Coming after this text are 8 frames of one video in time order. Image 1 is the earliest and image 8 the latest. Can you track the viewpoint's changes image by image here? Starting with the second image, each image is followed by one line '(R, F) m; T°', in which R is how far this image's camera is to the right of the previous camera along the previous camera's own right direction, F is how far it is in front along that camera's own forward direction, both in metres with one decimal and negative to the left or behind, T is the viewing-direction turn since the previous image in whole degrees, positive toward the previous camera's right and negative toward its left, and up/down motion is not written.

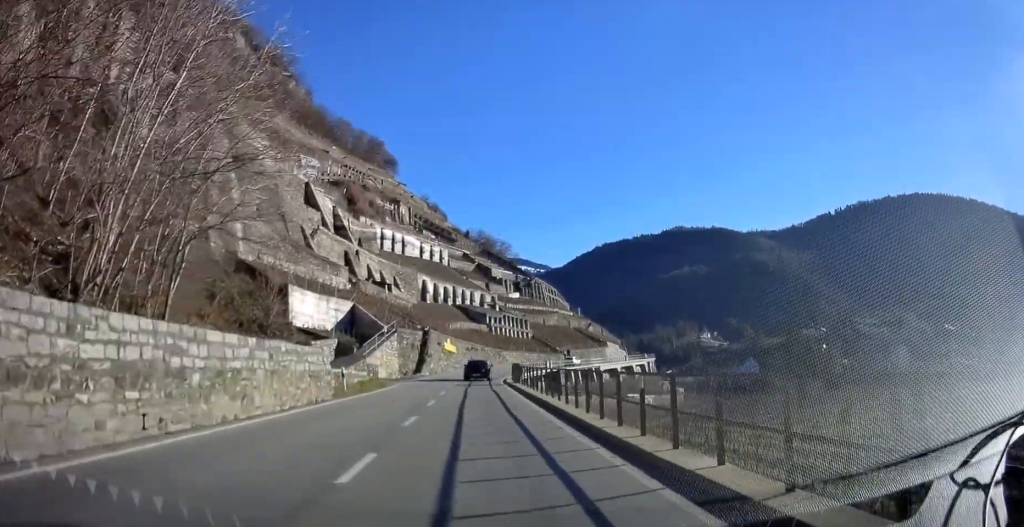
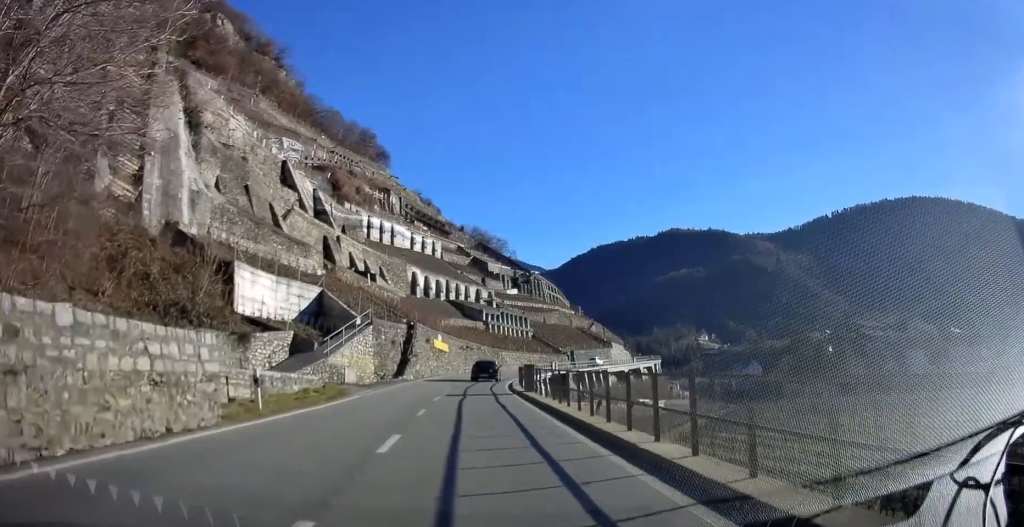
(+0.2, +9.4) m; 0°
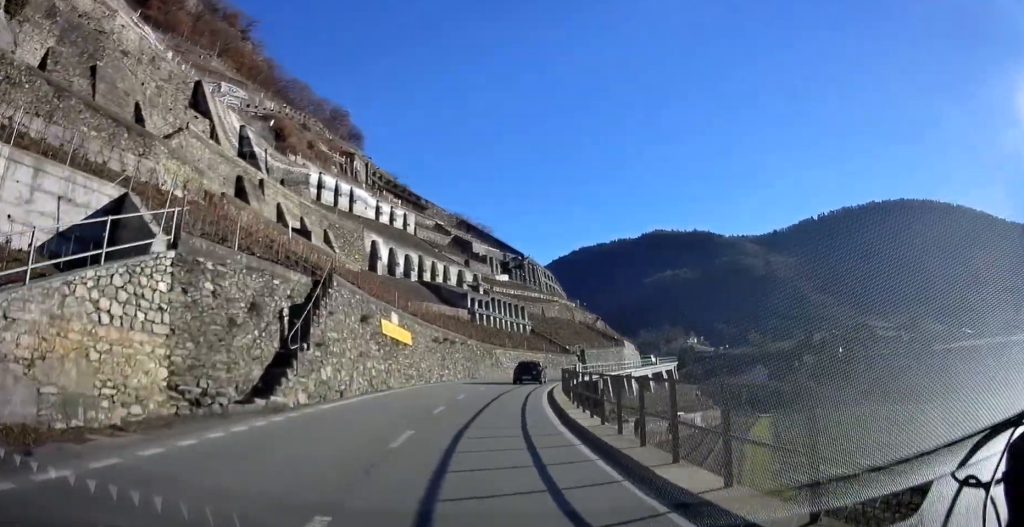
(+0.2, +23.0) m; +3°
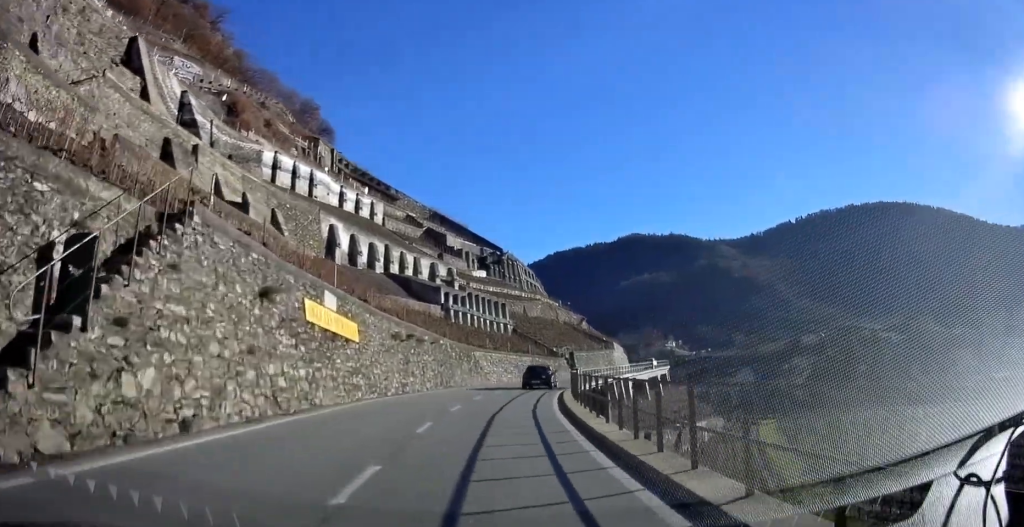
(+0.2, +9.7) m; +2°
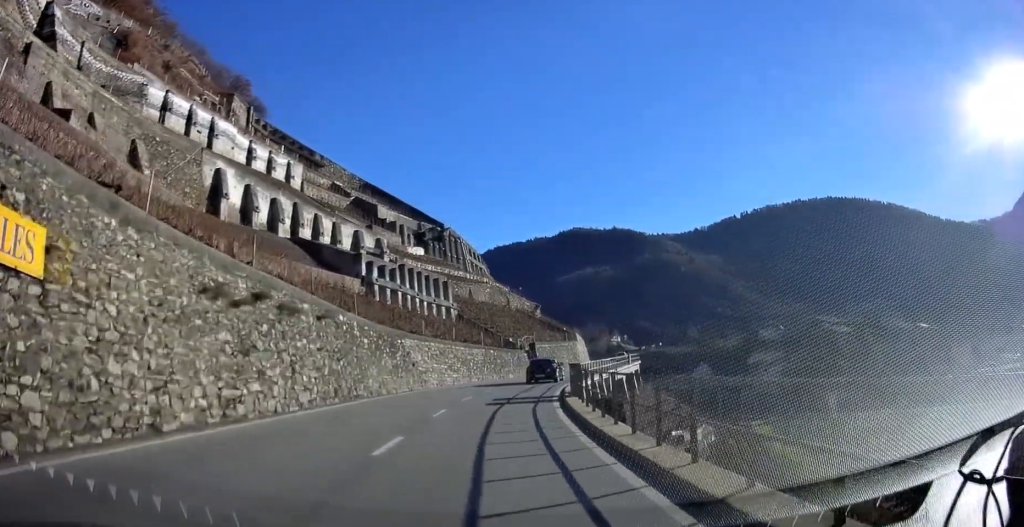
(+0.2, +15.1) m; +5°
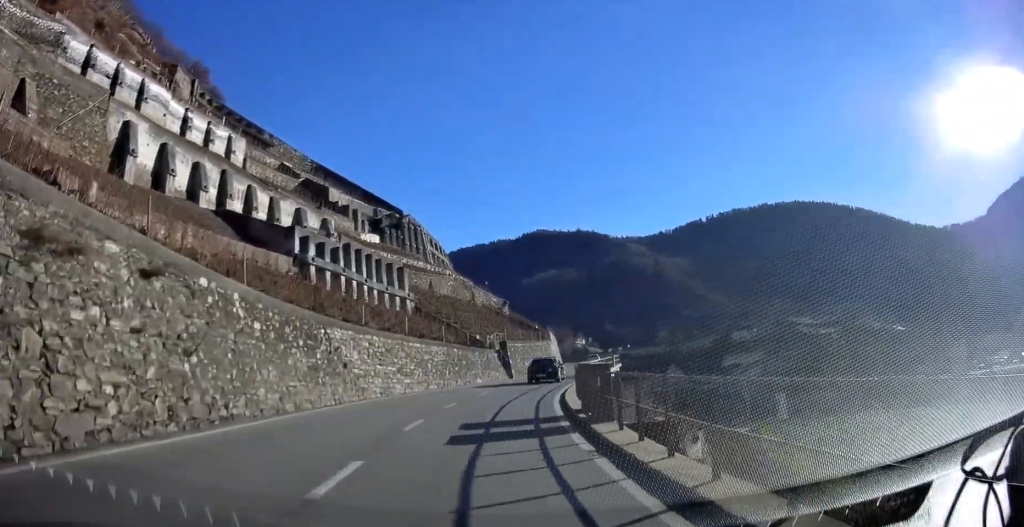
(+0.5, +8.4) m; +3°
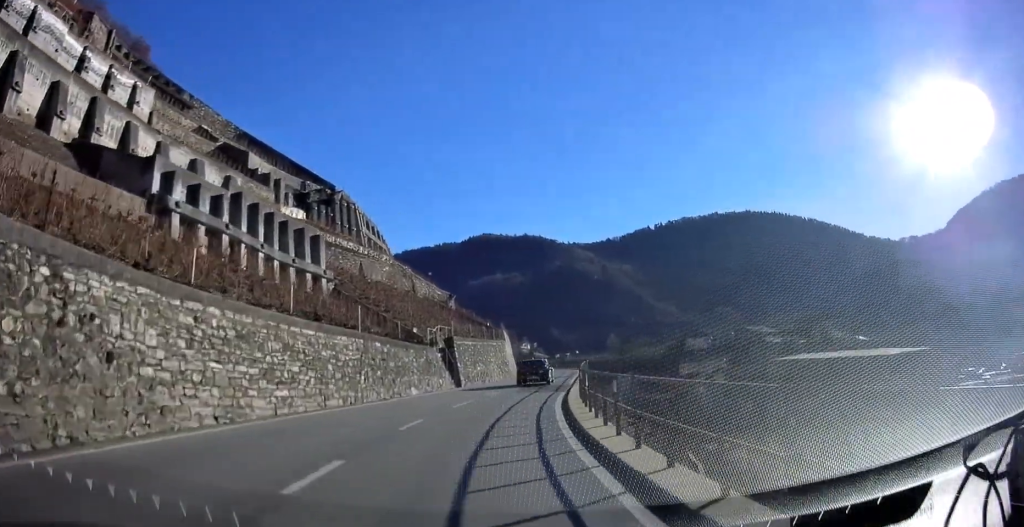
(+0.5, +11.8) m; +5°
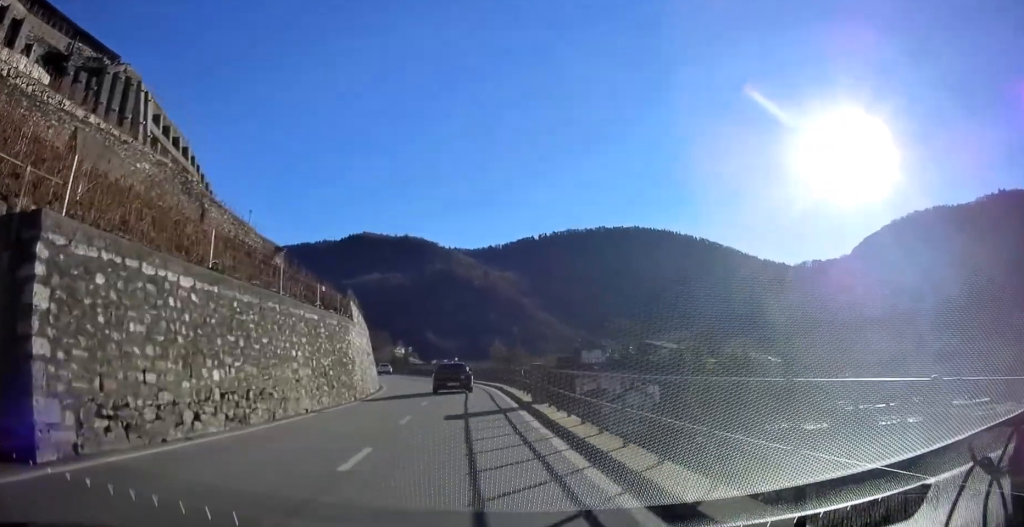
(+2.9, +27.4) m; +11°
